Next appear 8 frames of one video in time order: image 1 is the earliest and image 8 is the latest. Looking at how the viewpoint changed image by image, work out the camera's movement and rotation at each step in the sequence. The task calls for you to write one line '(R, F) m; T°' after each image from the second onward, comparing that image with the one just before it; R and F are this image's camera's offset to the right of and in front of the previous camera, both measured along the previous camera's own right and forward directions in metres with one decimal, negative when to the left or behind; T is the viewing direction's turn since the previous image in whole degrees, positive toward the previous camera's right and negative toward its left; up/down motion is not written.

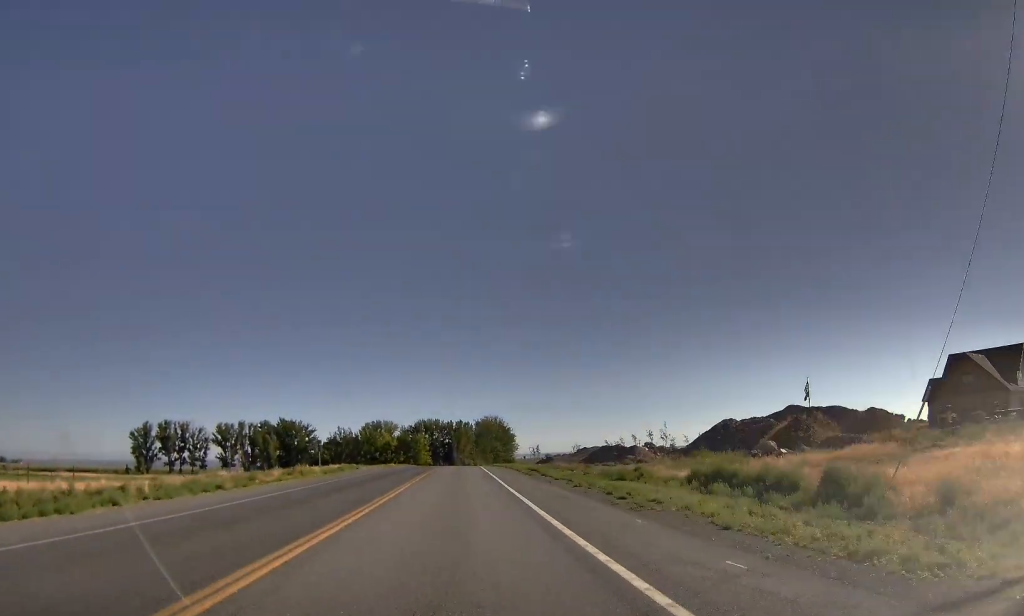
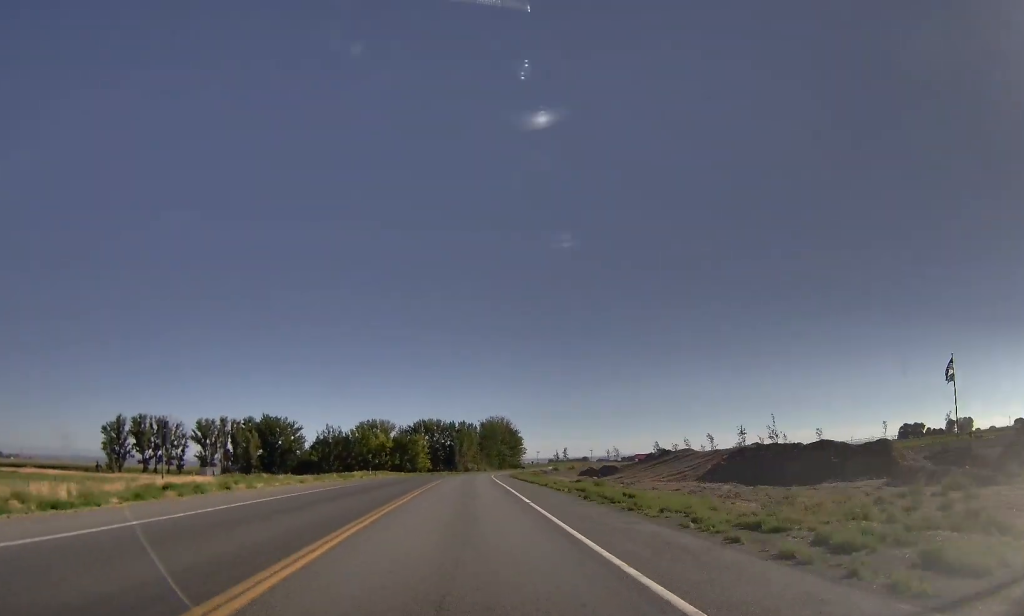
(-0.5, +48.4) m; -1°
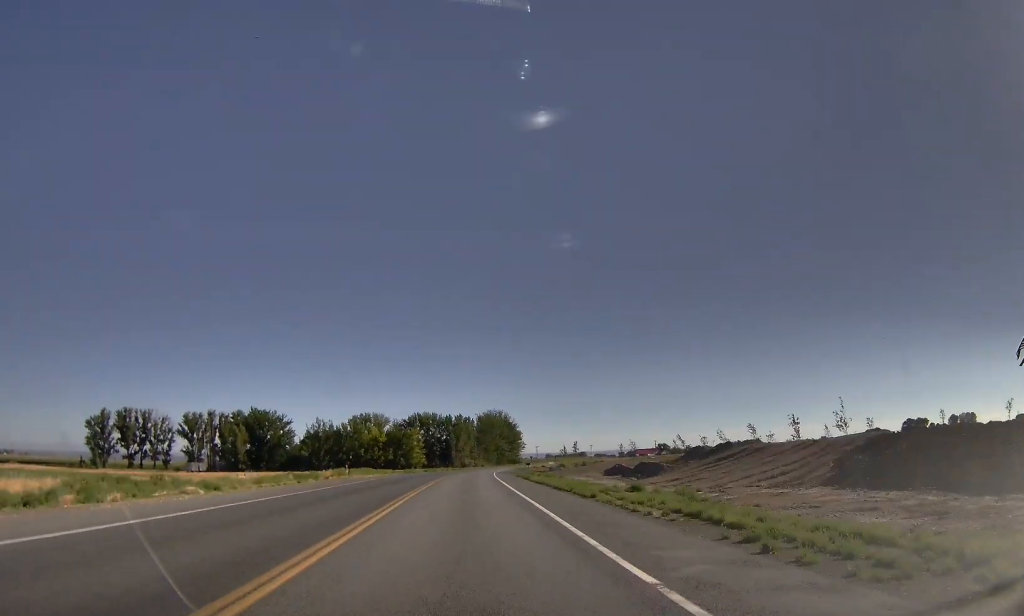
(0.0, +17.4) m; 0°
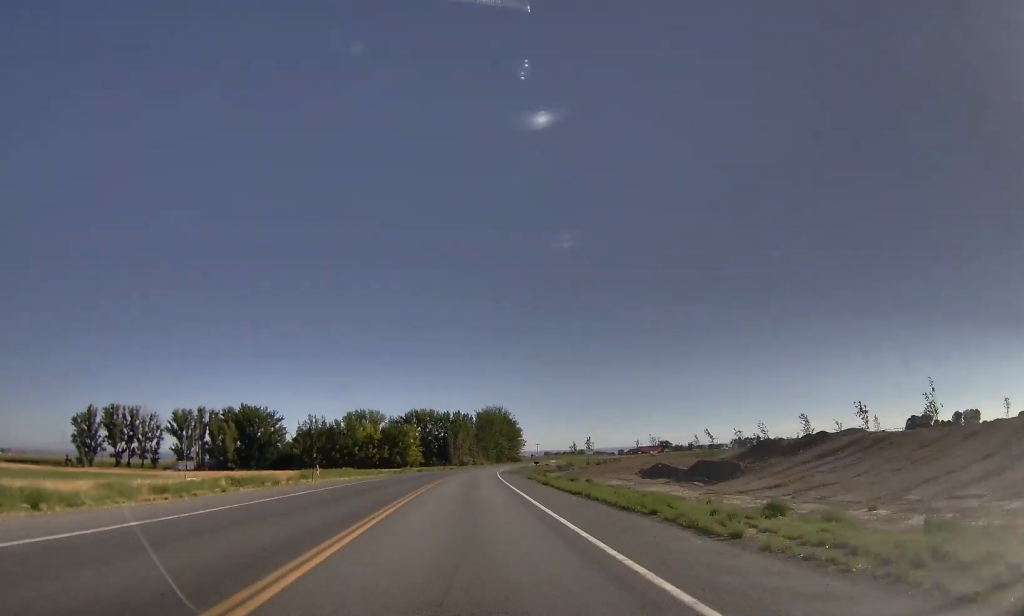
(0.0, +13.6) m; 0°
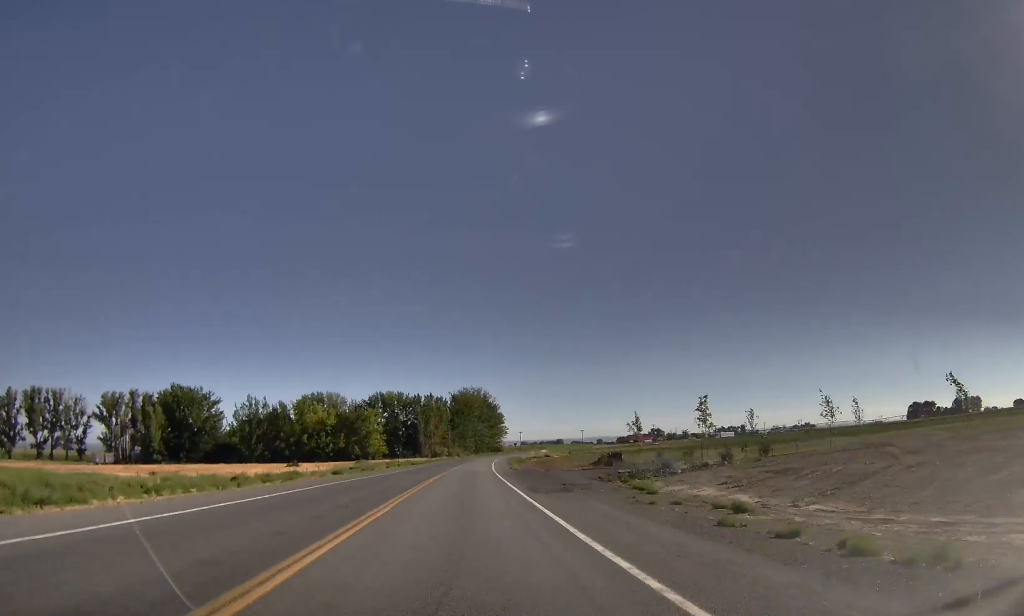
(-0.7, +49.6) m; -2°
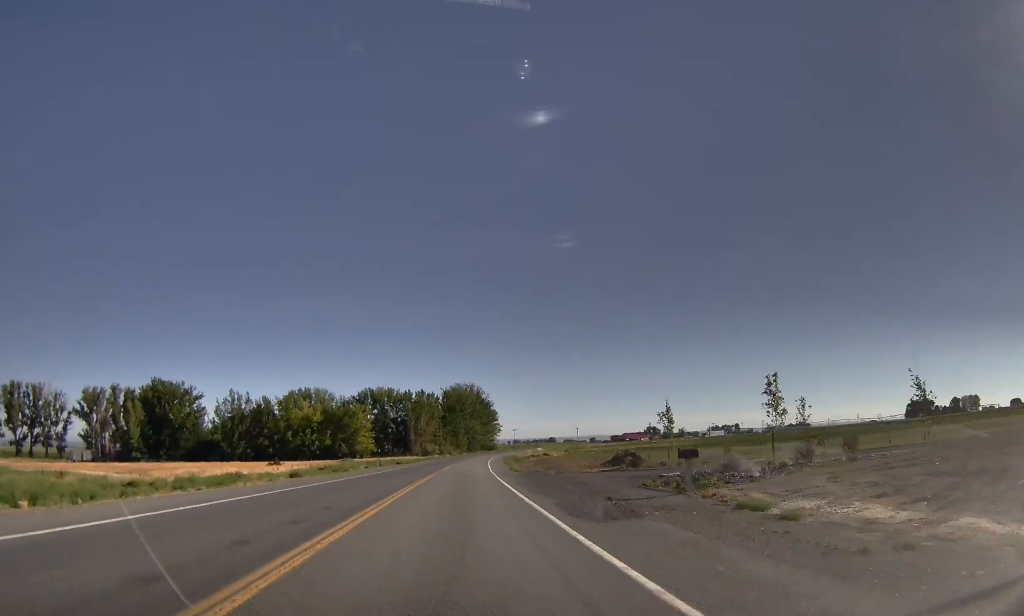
(-0.2, +9.2) m; 0°
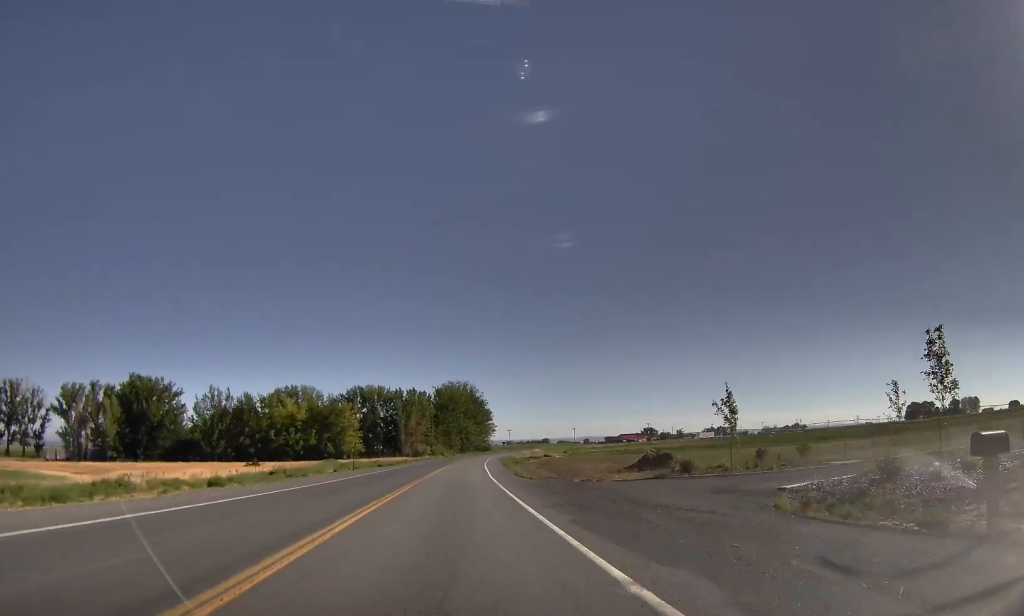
(+0.2, +9.4) m; 0°
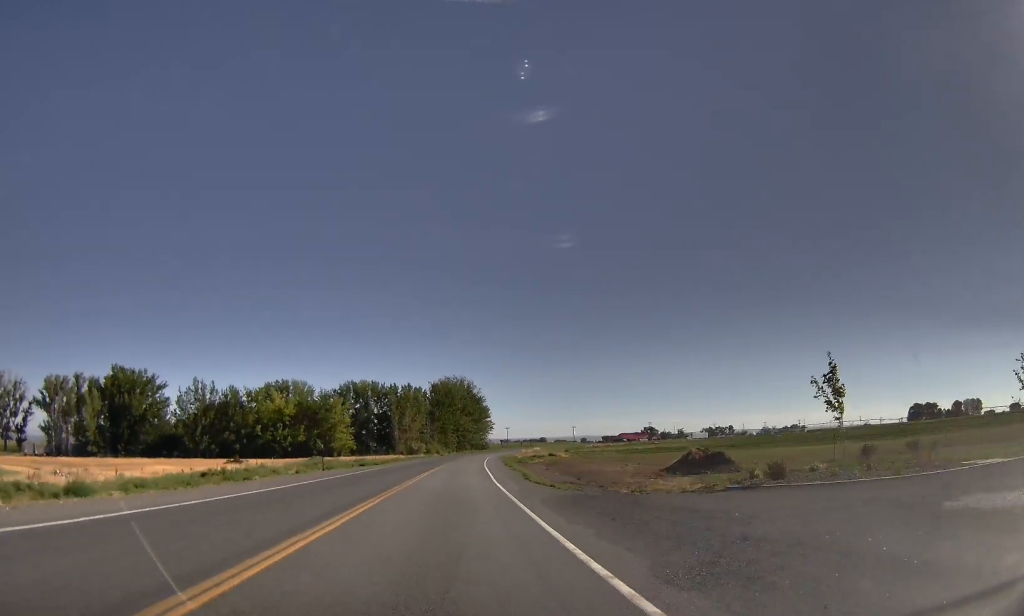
(+0.2, +8.2) m; 0°
